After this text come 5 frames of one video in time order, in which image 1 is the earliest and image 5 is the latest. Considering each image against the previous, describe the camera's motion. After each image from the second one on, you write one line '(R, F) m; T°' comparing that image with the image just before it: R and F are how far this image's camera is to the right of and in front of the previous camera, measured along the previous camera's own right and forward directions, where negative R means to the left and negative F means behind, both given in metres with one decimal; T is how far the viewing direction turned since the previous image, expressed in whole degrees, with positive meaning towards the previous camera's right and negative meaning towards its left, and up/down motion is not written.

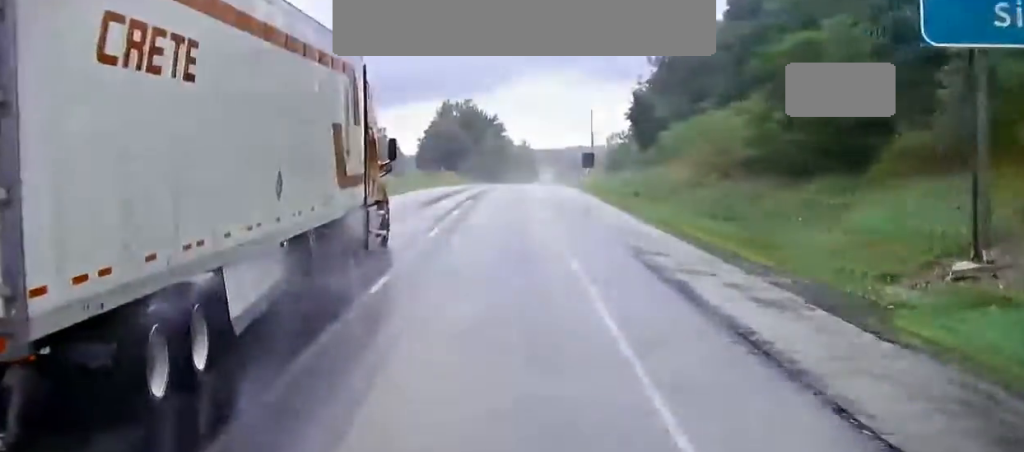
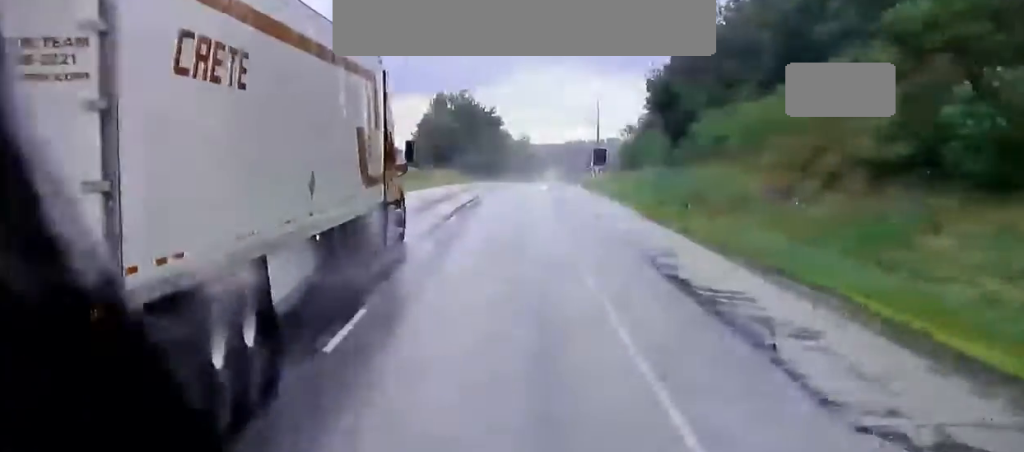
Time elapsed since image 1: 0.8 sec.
(0.0, +15.4) m; 0°
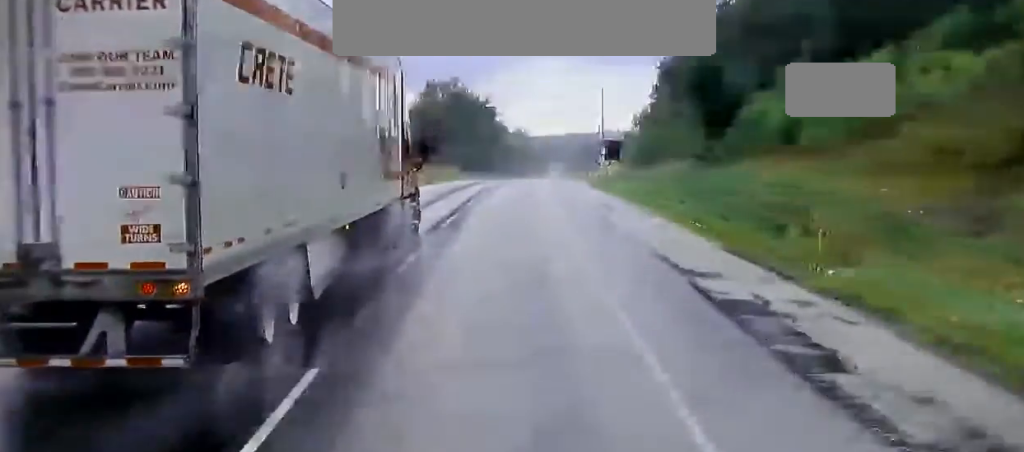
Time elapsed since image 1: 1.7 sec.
(0.0, +15.4) m; 0°
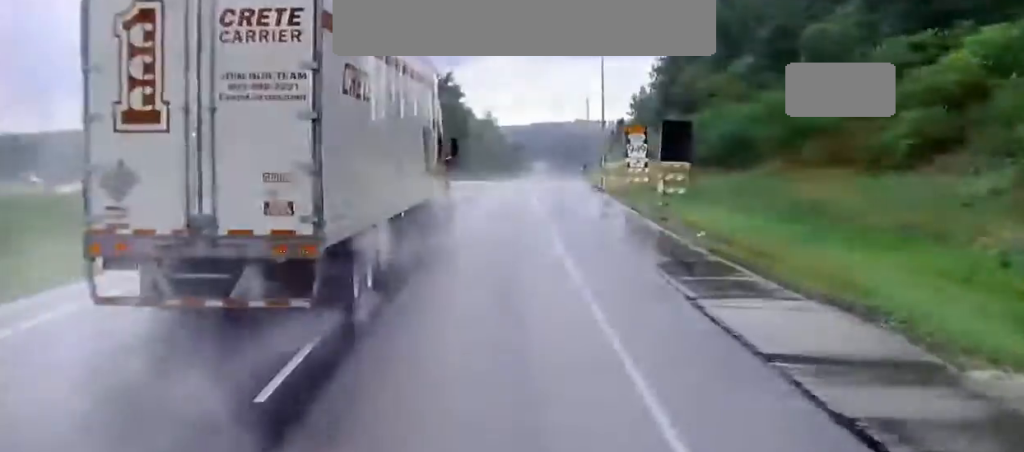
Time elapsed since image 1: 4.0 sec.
(+0.4, +45.4) m; +1°
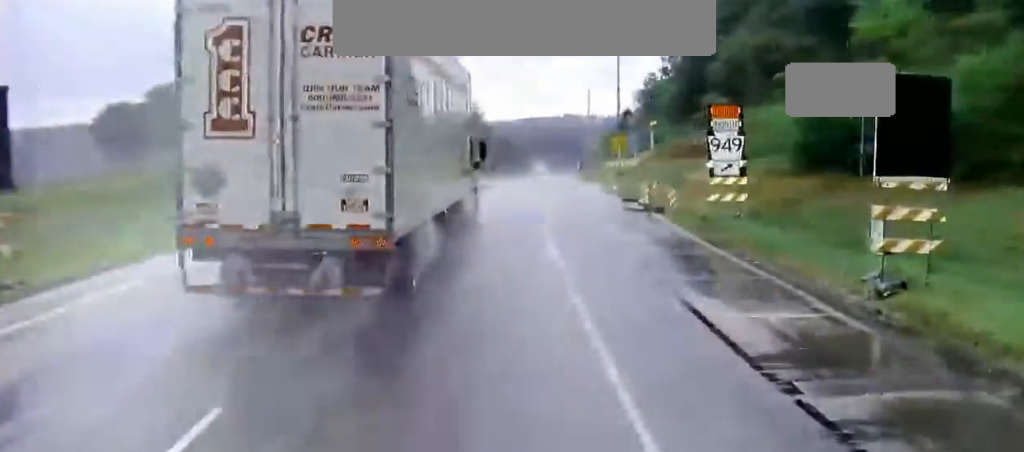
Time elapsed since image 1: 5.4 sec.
(+0.1, +32.2) m; +1°
